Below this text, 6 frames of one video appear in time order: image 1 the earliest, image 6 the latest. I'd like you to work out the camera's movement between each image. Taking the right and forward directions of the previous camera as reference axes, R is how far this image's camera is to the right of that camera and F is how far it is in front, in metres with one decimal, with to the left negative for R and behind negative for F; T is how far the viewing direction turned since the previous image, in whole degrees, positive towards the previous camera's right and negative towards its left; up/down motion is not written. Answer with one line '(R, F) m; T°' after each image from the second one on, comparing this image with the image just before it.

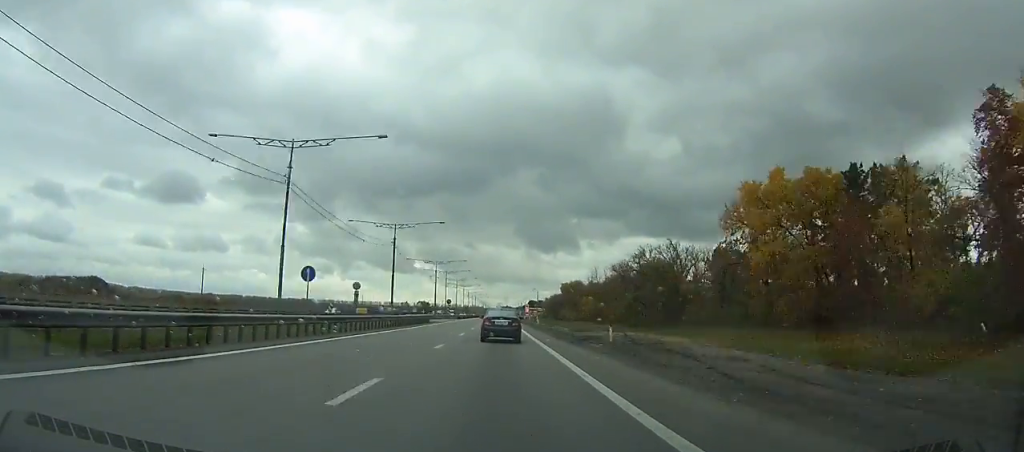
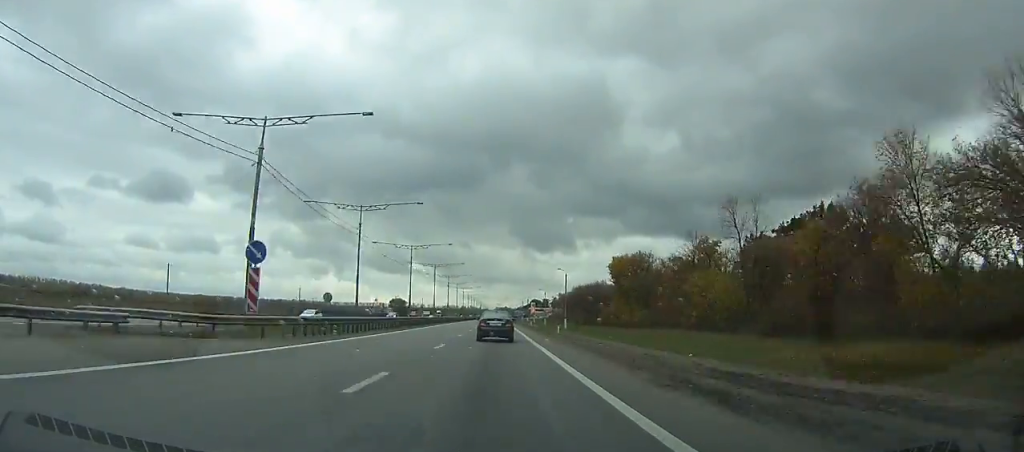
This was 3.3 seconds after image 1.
(0.0, +87.7) m; +1°
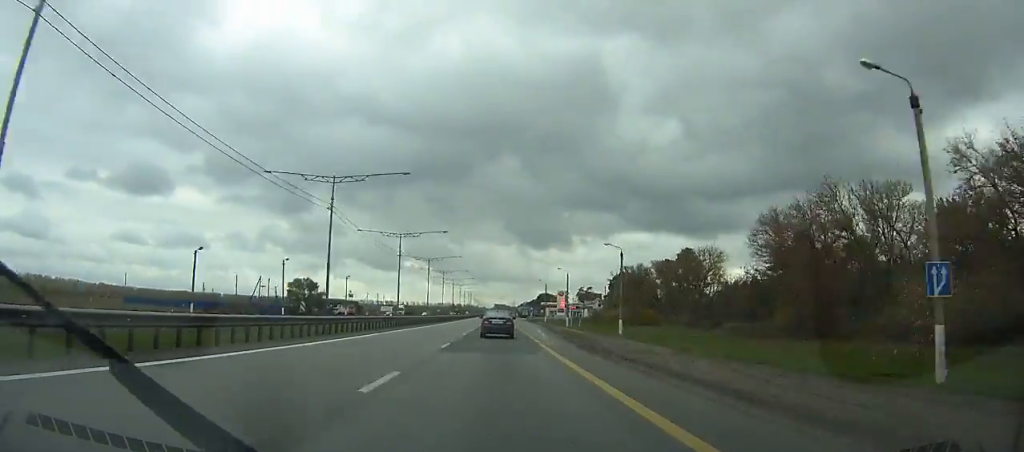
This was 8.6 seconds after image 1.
(+4.9, +142.0) m; +1°
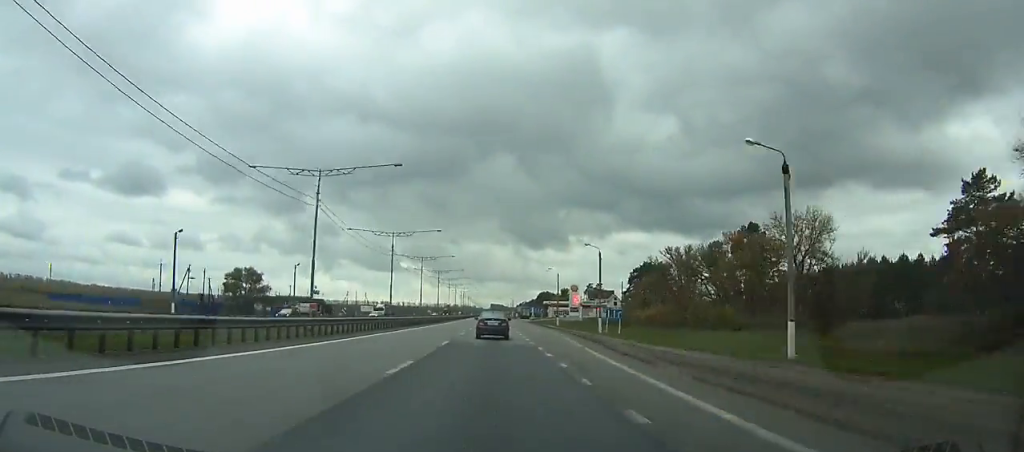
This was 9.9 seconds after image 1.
(+1.0, +33.0) m; -1°
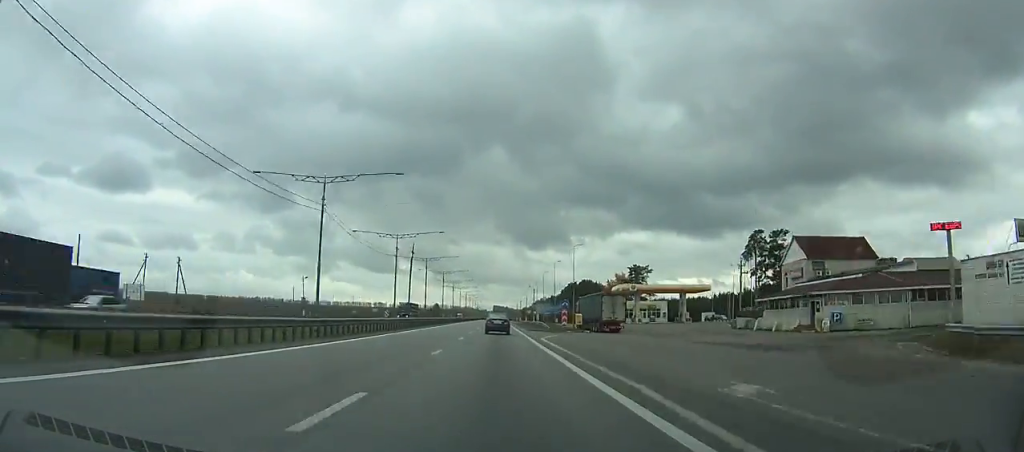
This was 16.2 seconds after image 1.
(-5.4, +137.9) m; 0°
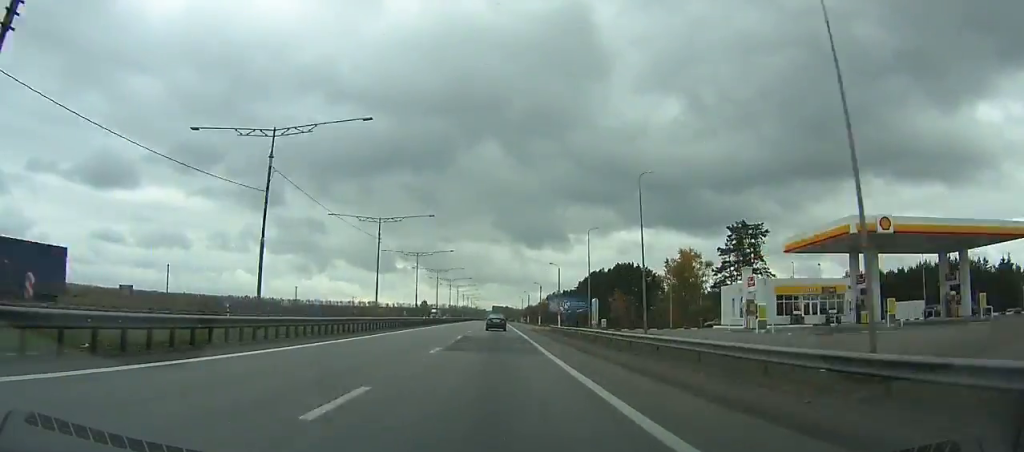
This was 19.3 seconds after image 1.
(+0.1, +69.9) m; 0°
